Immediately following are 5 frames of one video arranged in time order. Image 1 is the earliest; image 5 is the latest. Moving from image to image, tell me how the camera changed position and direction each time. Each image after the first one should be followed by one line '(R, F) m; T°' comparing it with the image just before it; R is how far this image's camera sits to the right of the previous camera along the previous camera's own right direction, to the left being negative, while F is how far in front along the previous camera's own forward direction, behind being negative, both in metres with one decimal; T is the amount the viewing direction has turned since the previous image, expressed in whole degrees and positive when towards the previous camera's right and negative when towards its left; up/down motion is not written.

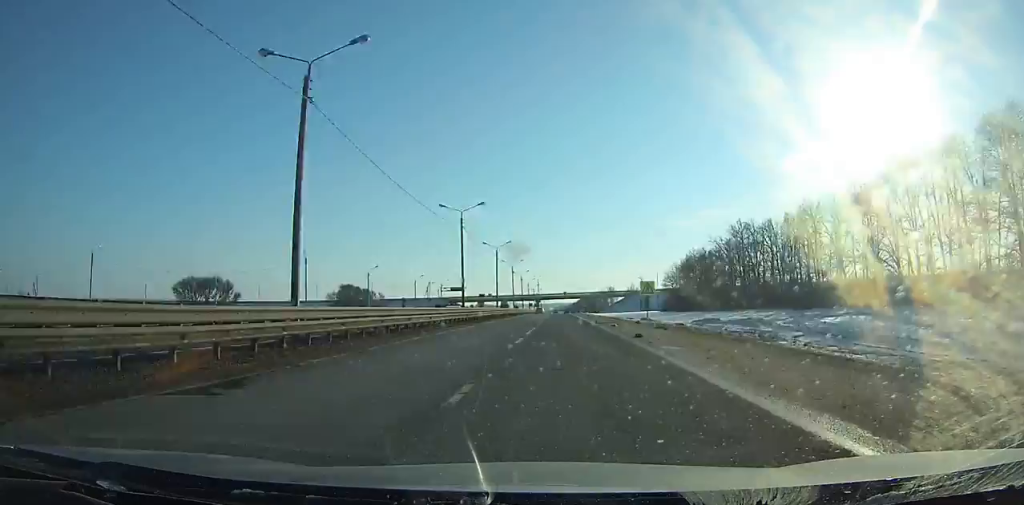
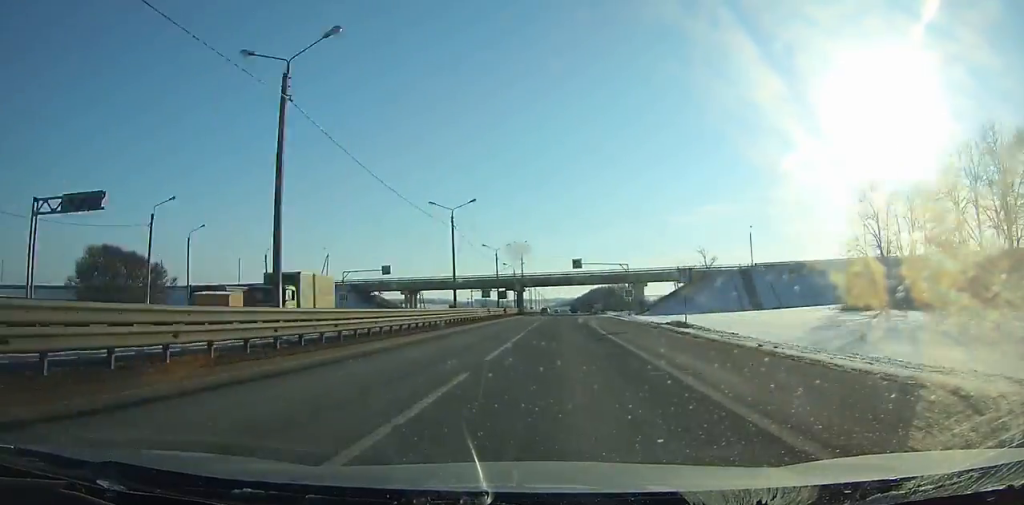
(-0.3, +119.8) m; 0°
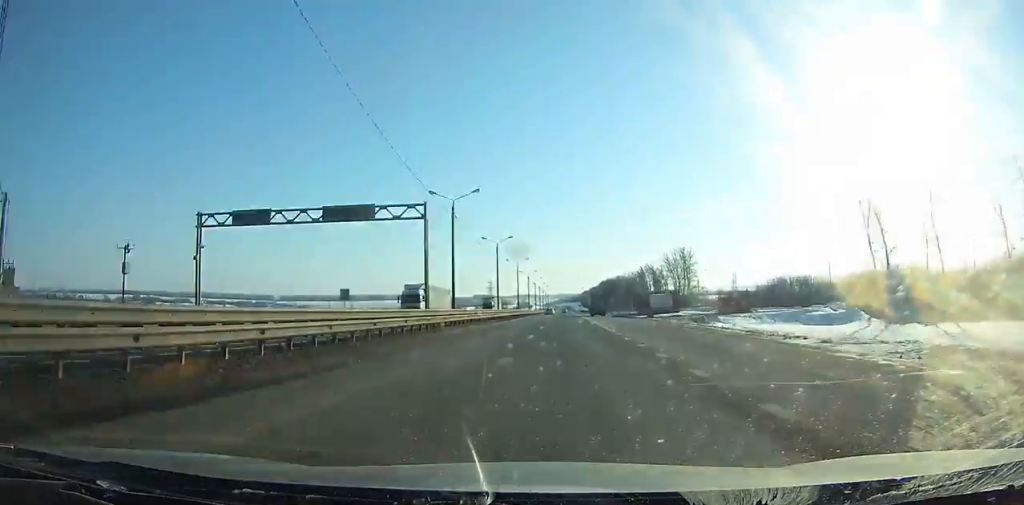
(0.0, +127.2) m; 0°
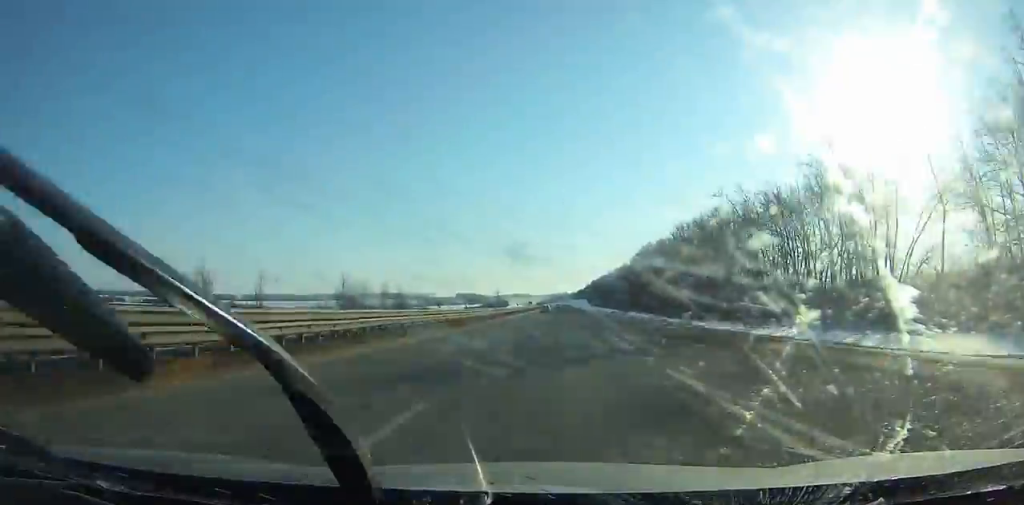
(+1.6, +292.7) m; 0°
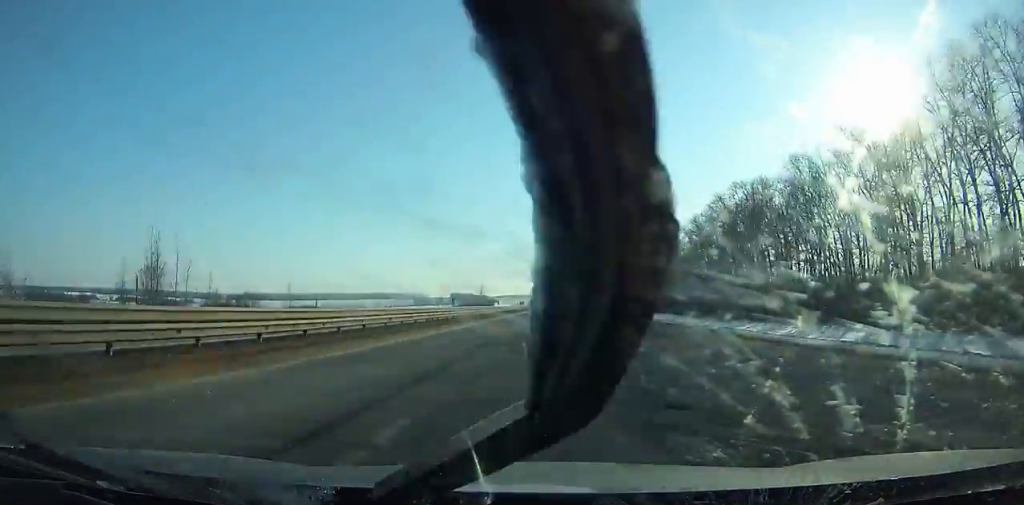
(-0.2, +107.2) m; 0°
